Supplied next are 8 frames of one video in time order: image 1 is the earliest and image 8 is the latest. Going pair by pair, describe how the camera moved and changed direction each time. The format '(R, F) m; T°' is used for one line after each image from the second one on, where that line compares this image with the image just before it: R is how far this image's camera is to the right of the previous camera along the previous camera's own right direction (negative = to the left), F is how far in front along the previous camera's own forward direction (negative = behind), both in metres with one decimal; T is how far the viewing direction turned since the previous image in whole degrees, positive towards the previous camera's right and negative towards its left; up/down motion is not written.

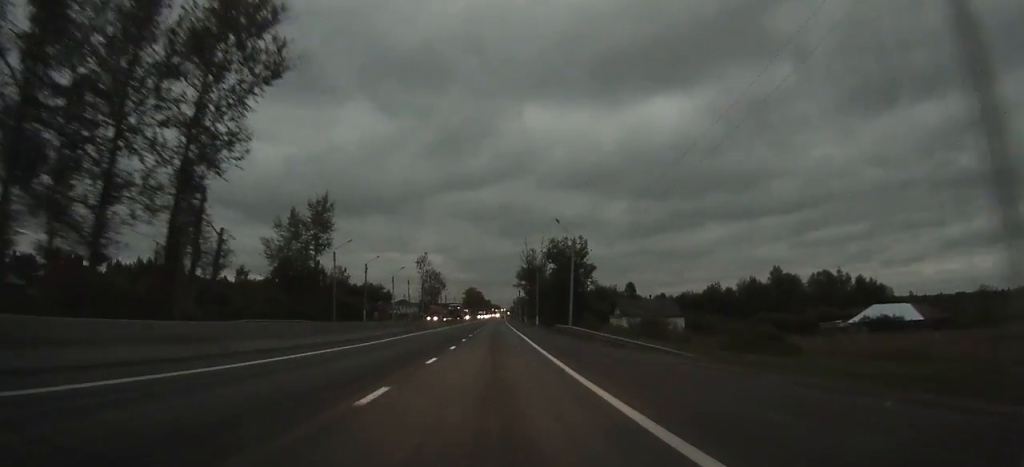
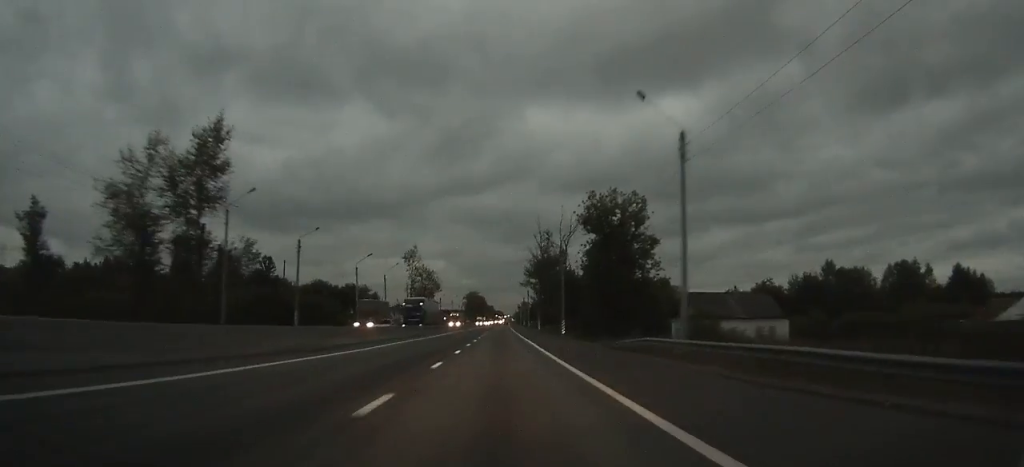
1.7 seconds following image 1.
(0.0, +32.5) m; 0°
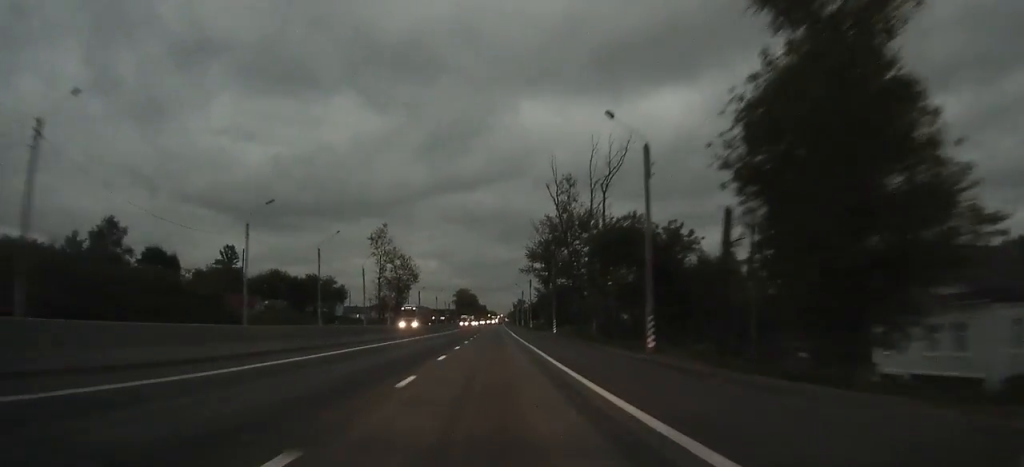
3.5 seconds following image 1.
(+0.1, +36.6) m; 0°
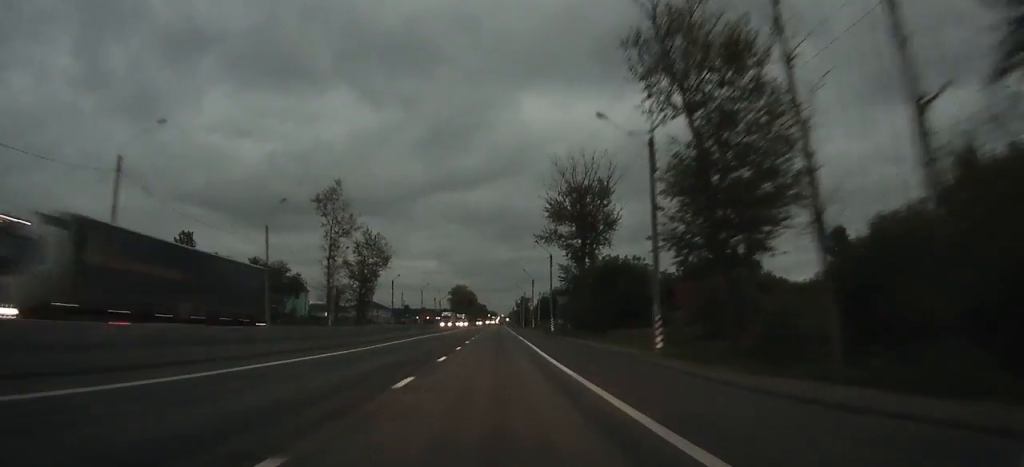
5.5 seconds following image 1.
(+0.1, +39.6) m; 0°
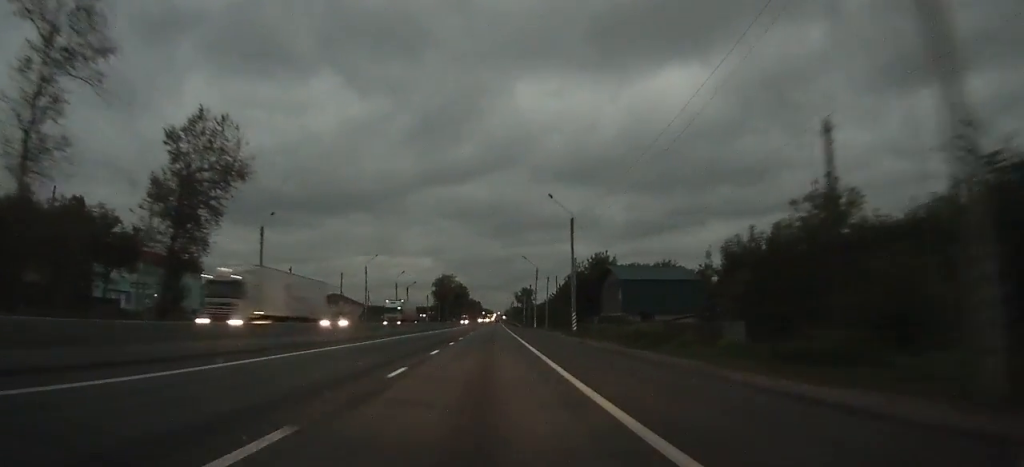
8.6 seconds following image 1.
(-0.1, +62.0) m; 0°
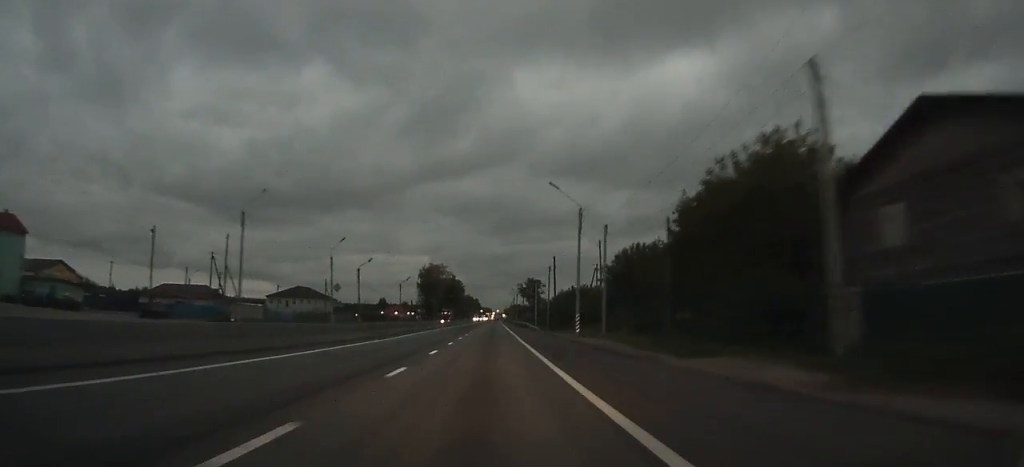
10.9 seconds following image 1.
(+0.2, +49.5) m; 0°
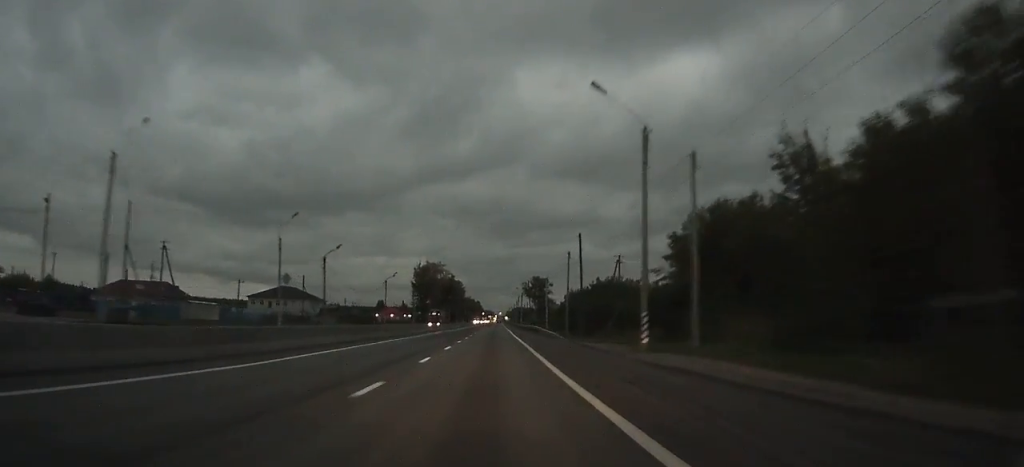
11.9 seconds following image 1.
(+0.1, +21.1) m; 0°
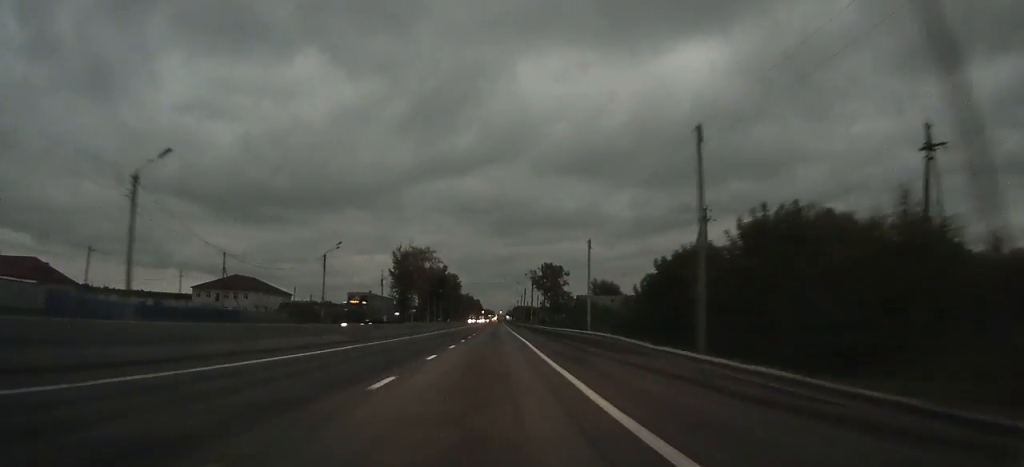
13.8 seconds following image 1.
(0.0, +45.7) m; 0°
